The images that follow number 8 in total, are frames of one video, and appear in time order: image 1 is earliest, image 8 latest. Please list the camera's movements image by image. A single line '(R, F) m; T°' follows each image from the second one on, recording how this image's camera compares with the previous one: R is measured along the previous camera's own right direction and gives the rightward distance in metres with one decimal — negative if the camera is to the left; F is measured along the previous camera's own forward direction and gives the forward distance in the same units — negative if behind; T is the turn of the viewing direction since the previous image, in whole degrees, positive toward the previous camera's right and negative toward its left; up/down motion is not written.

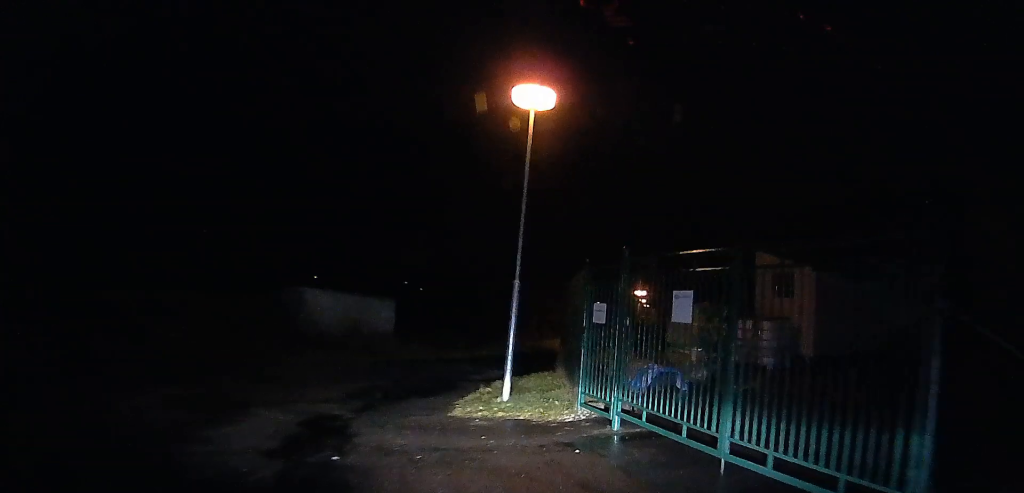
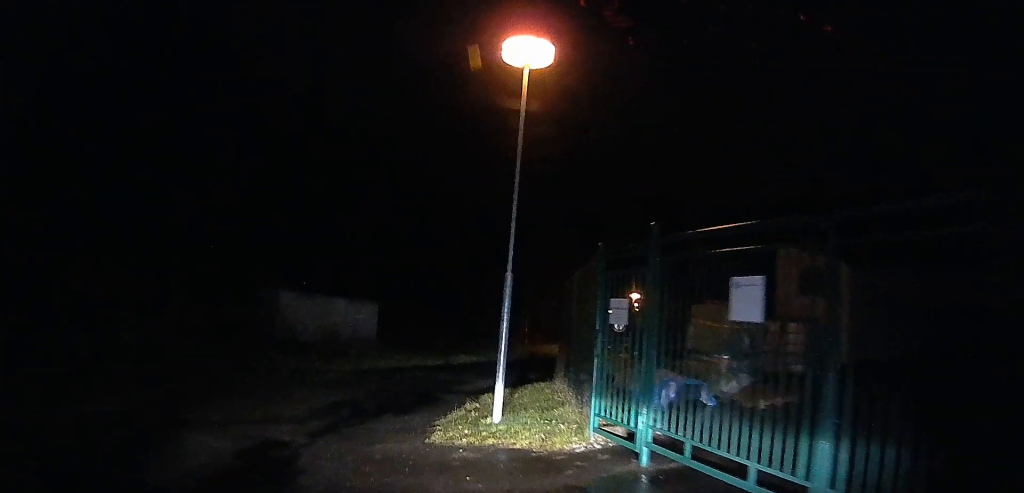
(+0.1, +2.1) m; +3°
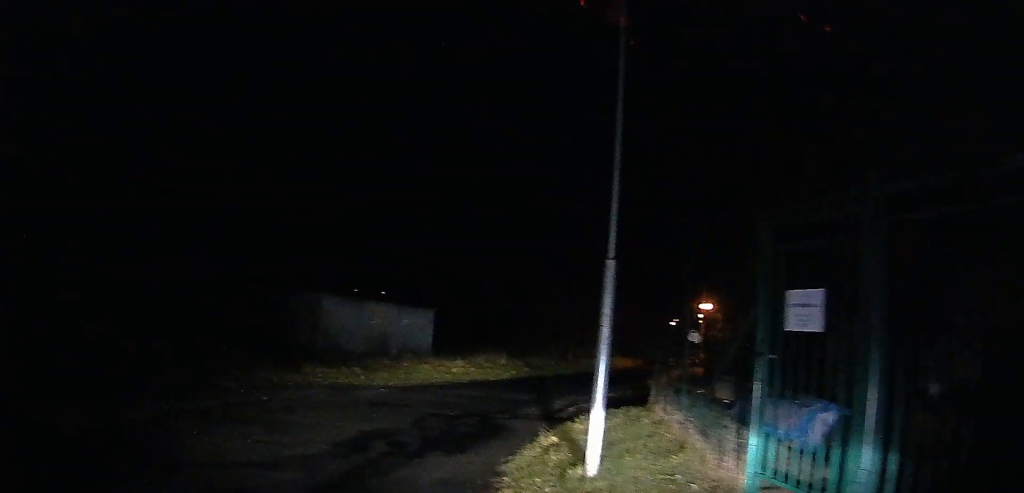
(0.0, +3.4) m; +1°
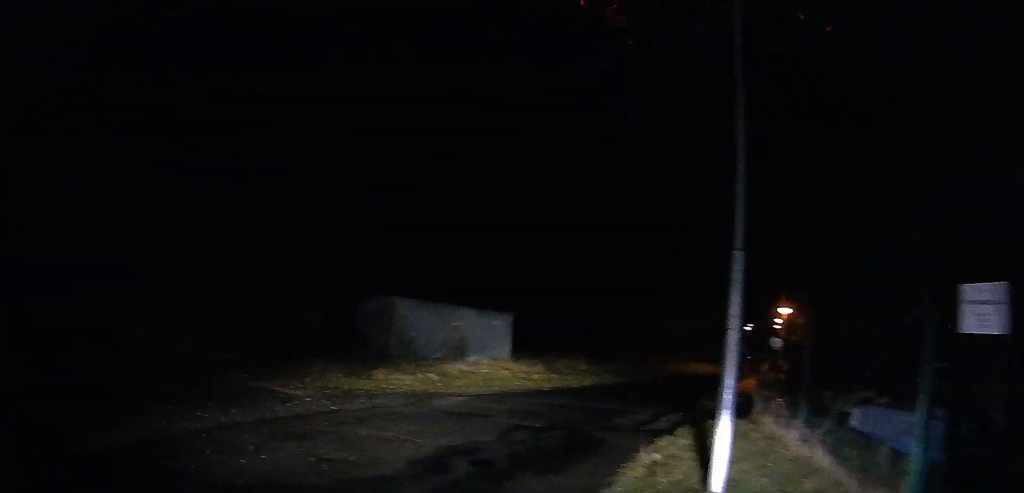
(0.0, +1.6) m; 0°
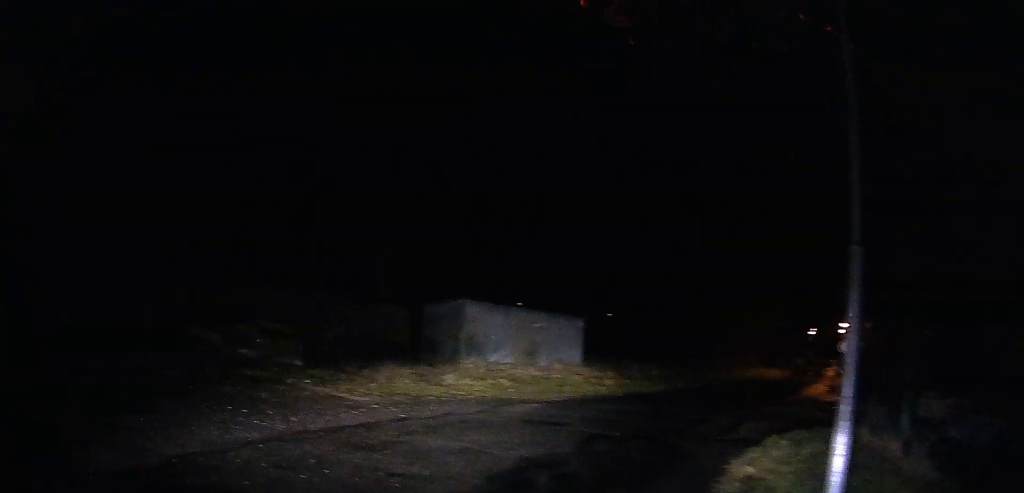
(0.0, +1.0) m; -1°
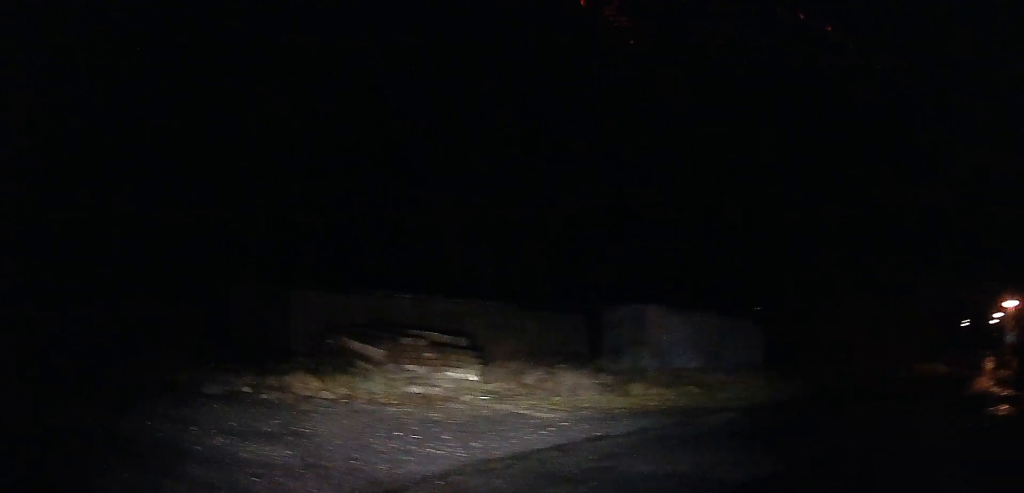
(0.0, +2.0) m; -16°
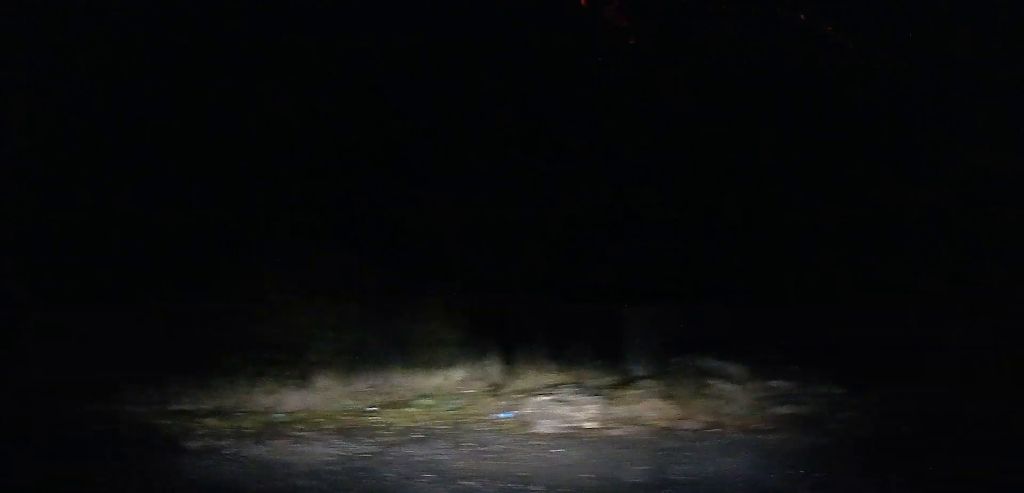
(-0.4, +1.6) m; -42°
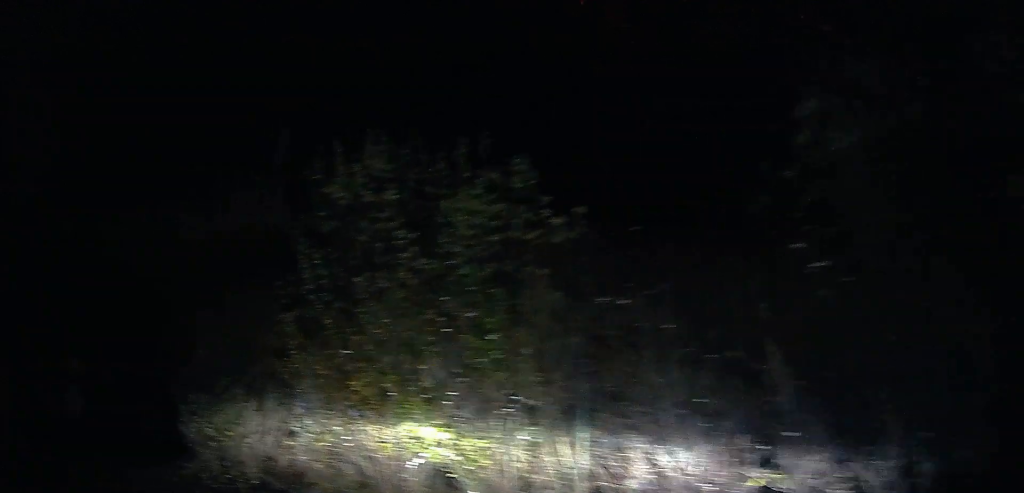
(-4.4, +2.8) m; -104°
